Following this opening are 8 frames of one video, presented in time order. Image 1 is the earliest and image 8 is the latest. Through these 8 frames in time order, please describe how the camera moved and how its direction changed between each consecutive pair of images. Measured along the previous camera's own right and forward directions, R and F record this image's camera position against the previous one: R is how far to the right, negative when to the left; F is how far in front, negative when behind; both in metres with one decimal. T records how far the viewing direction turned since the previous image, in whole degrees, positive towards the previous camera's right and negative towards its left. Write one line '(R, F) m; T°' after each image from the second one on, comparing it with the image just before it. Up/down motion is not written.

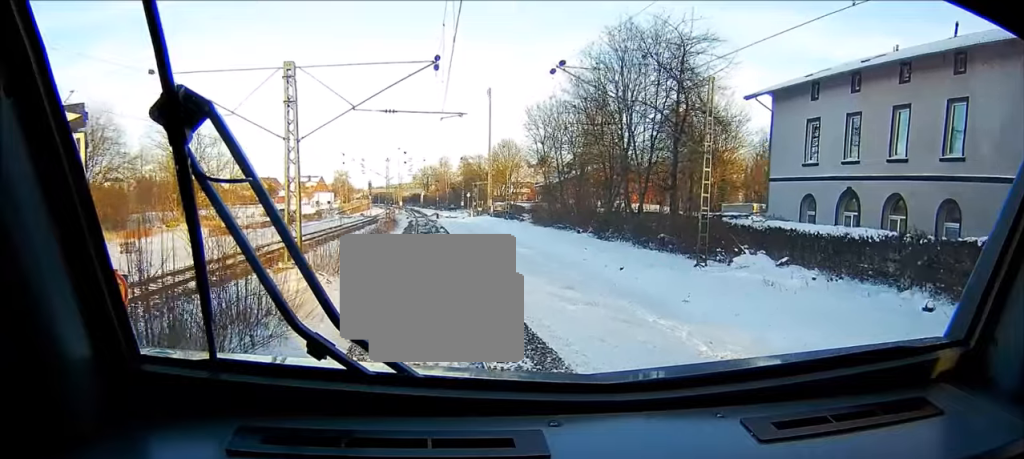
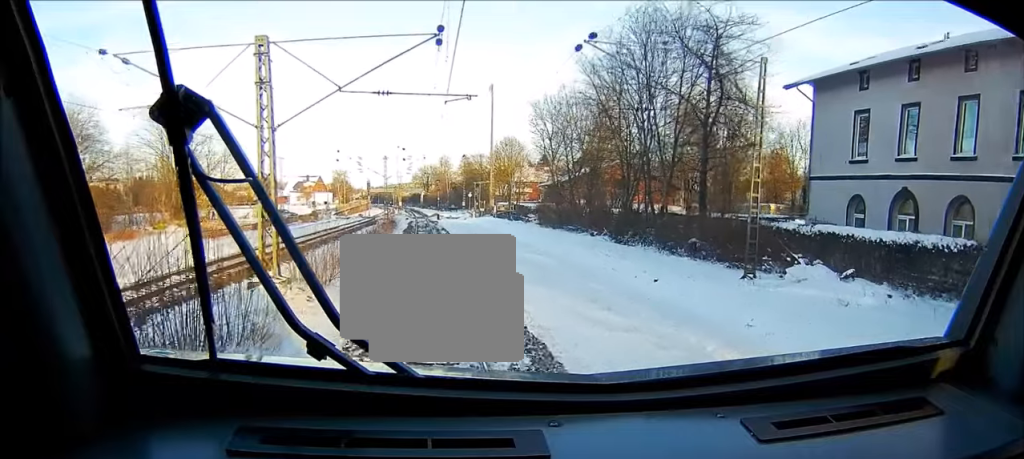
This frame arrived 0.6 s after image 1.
(0.0, +4.2) m; 0°
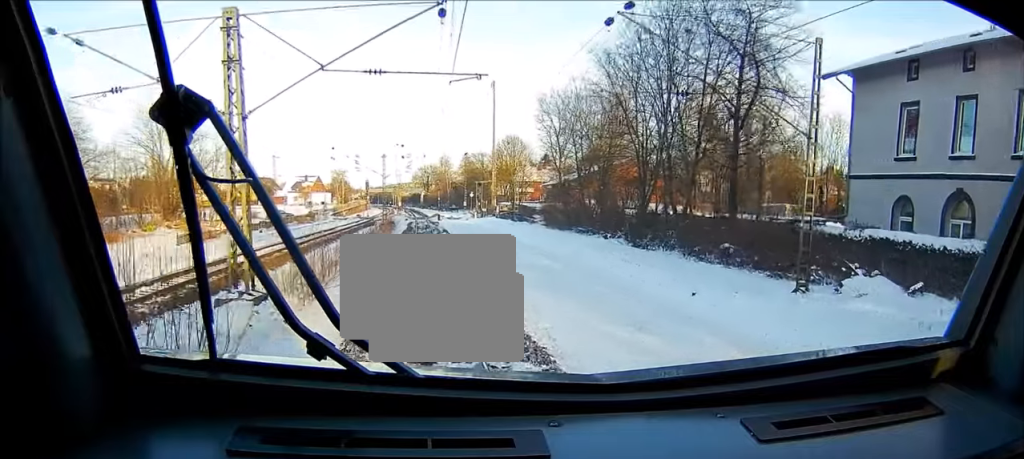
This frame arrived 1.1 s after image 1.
(0.0, +3.4) m; 0°
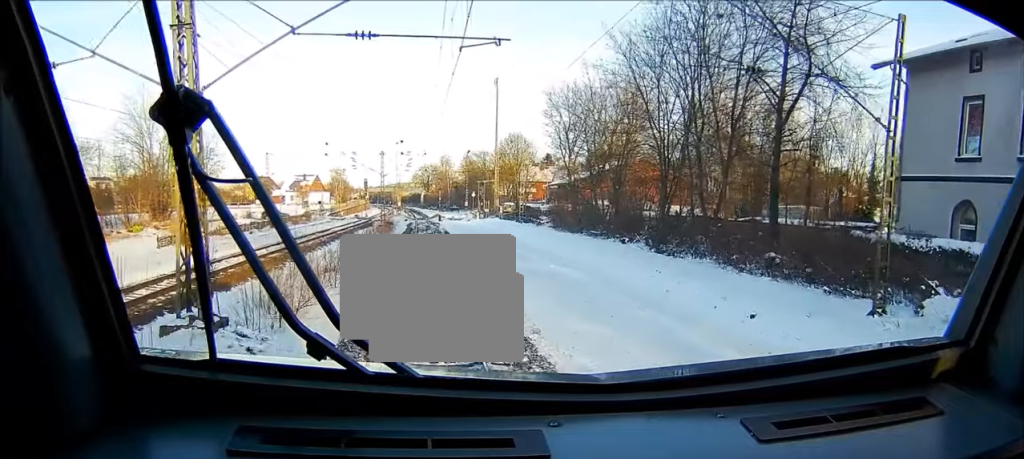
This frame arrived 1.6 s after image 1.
(0.0, +4.0) m; 0°
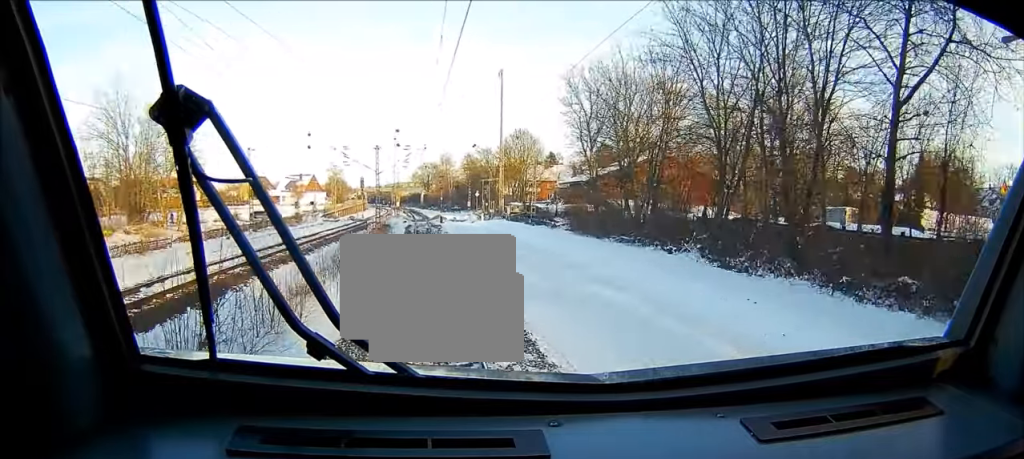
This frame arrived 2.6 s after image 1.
(0.0, +7.7) m; +1°
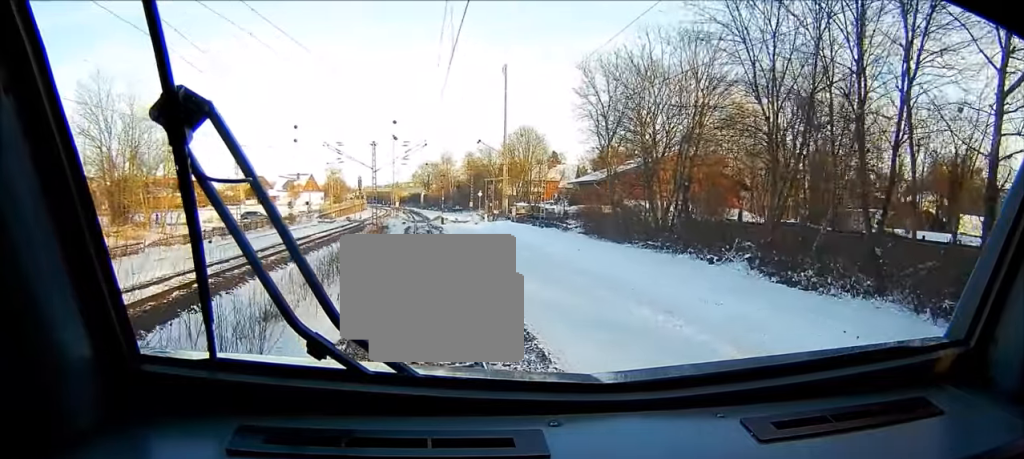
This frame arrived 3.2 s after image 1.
(+0.1, +4.5) m; +1°
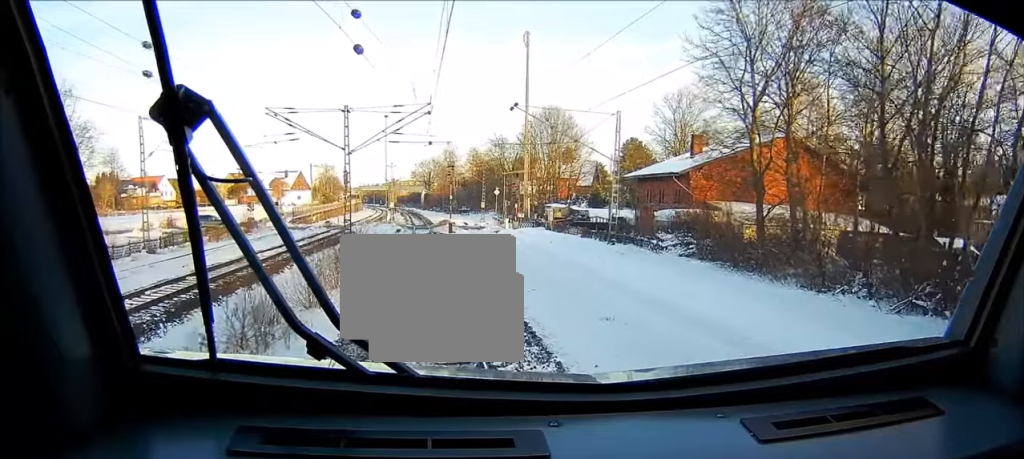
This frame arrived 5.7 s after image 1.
(+0.2, +21.6) m; 0°
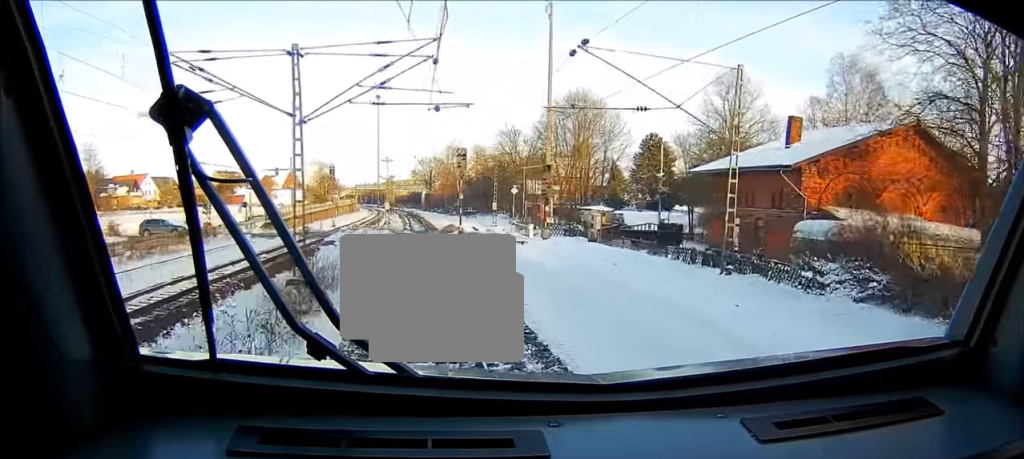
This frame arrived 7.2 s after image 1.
(0.0, +14.2) m; -1°
